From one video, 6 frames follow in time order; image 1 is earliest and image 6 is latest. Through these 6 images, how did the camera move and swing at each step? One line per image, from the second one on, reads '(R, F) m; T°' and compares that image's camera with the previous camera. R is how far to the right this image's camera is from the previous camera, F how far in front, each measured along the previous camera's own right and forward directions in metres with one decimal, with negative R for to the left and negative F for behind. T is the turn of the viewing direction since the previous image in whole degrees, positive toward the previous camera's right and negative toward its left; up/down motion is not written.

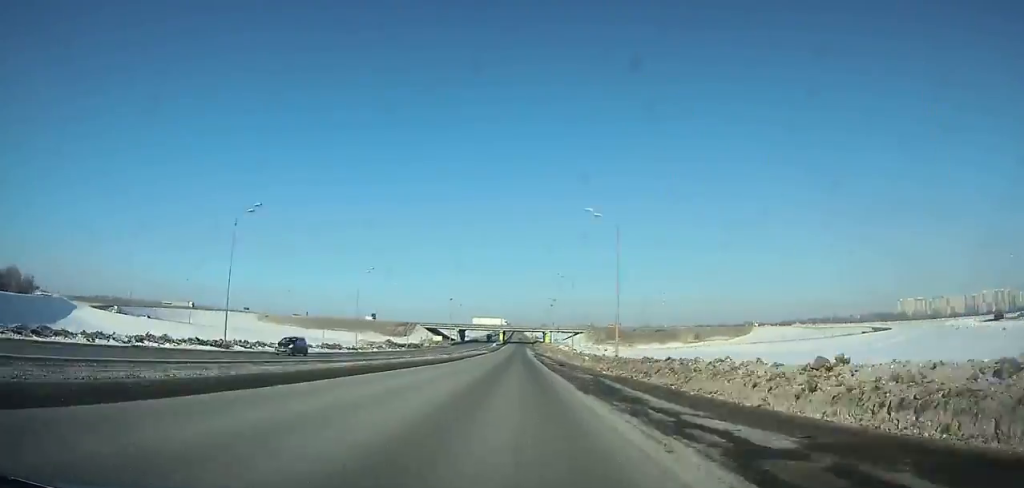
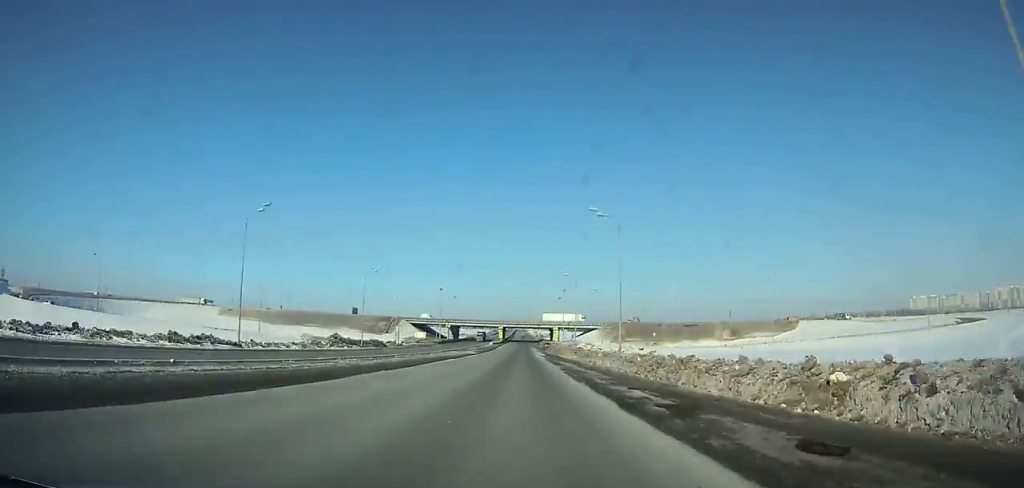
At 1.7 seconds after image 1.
(0.0, +42.5) m; 0°
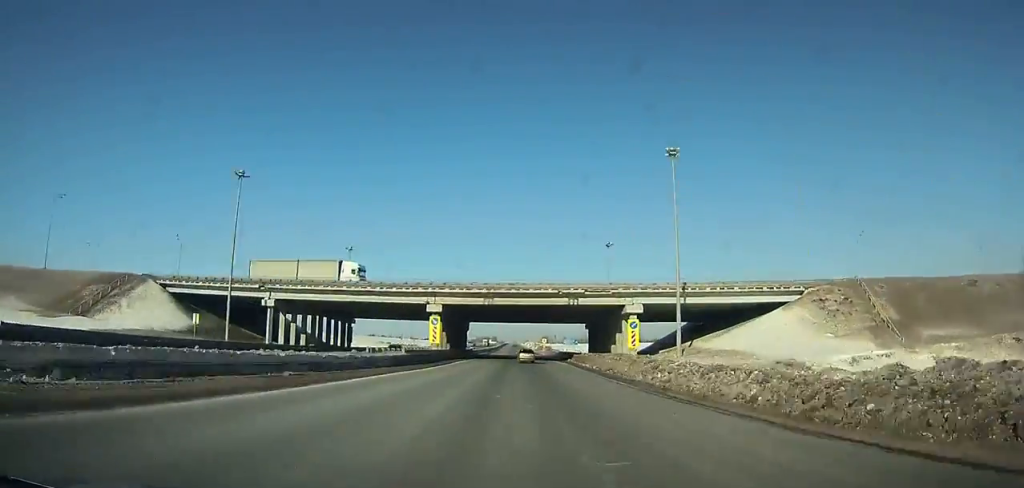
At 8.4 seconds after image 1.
(+0.3, +155.4) m; 0°
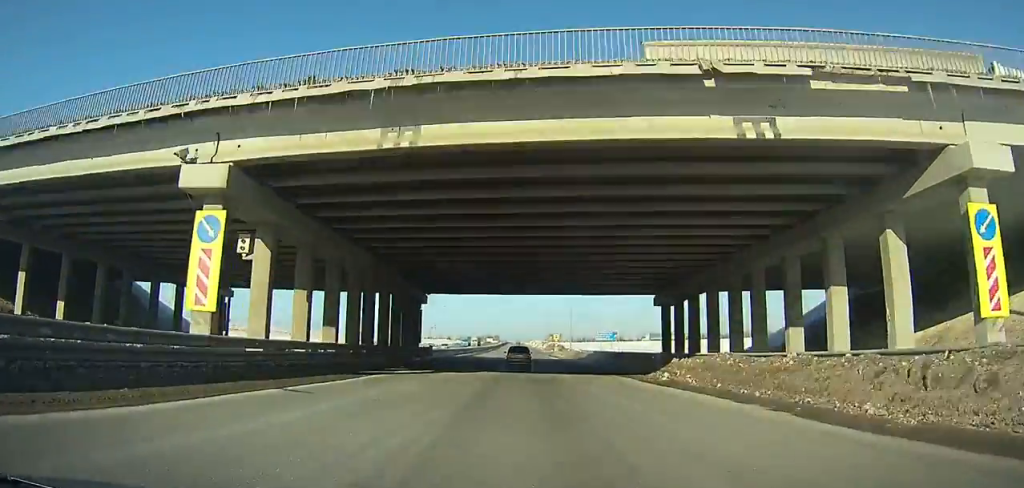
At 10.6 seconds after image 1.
(0.0, +43.7) m; 0°
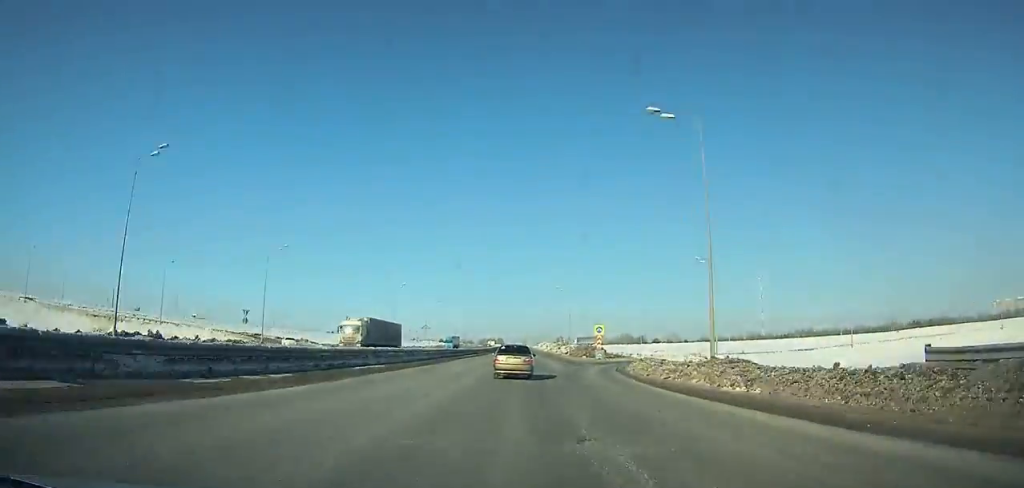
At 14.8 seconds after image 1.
(-0.9, +77.2) m; -2°
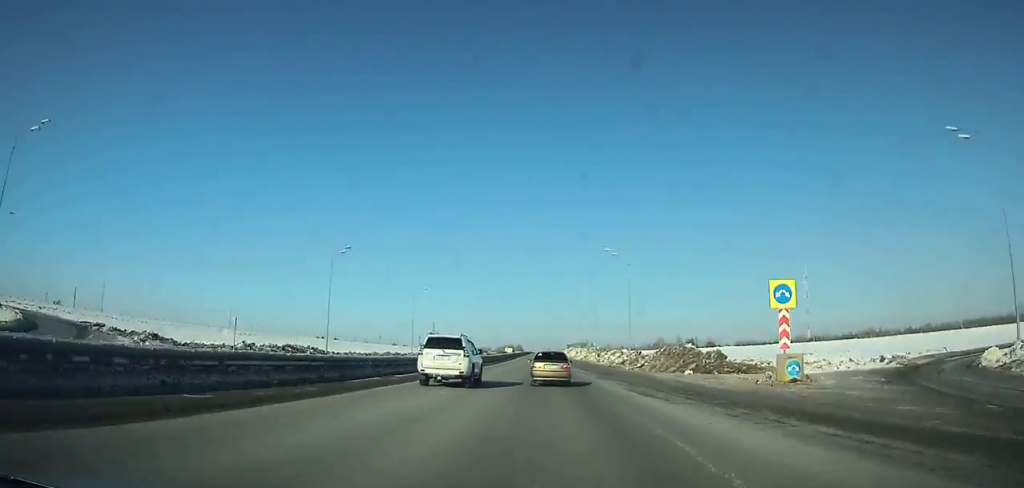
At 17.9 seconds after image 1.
(-0.5, +55.7) m; 0°
